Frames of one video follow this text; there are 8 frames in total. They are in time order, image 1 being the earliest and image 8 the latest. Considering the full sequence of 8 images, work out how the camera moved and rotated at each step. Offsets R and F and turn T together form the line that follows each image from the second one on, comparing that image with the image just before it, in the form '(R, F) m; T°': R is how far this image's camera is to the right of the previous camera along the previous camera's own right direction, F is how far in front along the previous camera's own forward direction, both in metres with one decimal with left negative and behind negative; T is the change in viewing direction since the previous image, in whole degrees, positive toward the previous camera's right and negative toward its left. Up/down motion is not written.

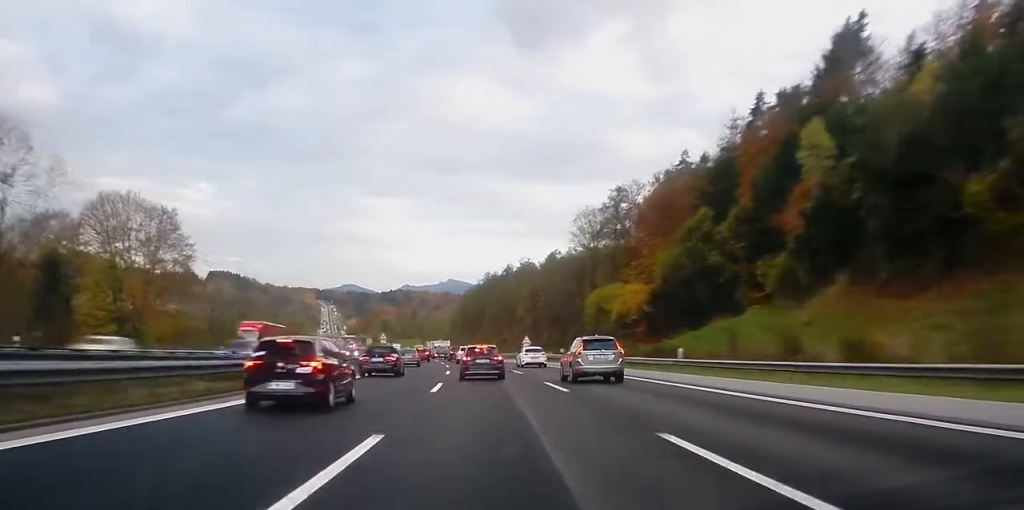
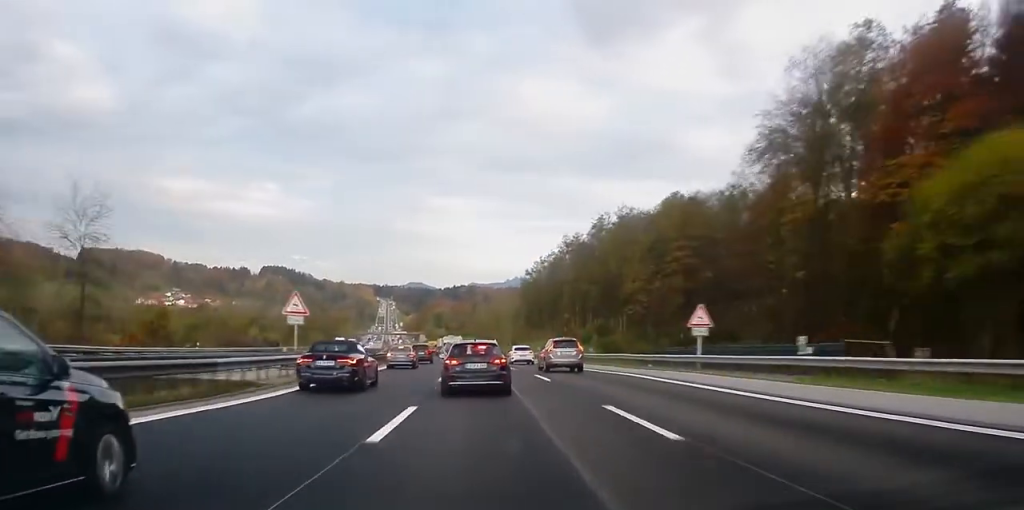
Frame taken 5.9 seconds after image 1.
(-1.9, +62.3) m; -3°
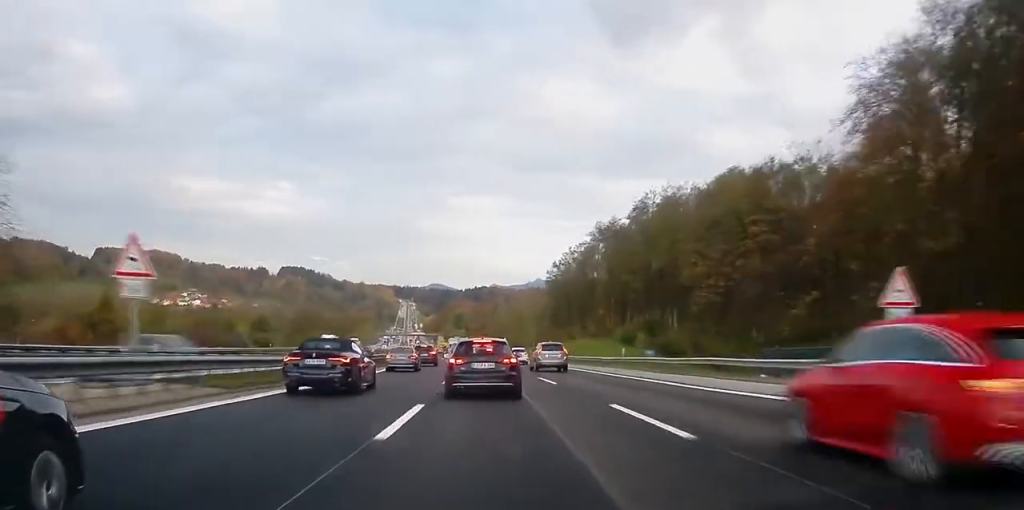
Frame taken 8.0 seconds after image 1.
(-0.2, +18.1) m; -1°
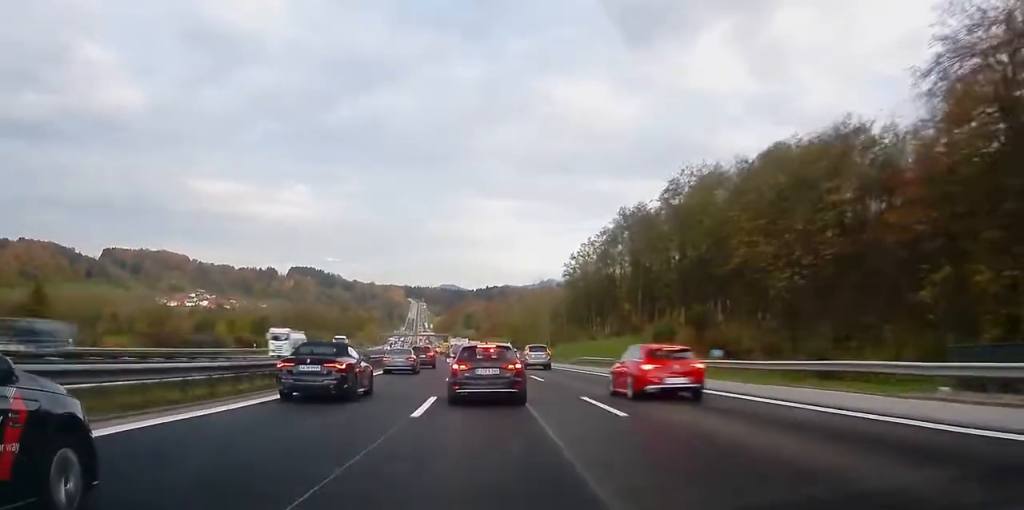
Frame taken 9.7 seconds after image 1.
(-0.1, +14.2) m; -1°
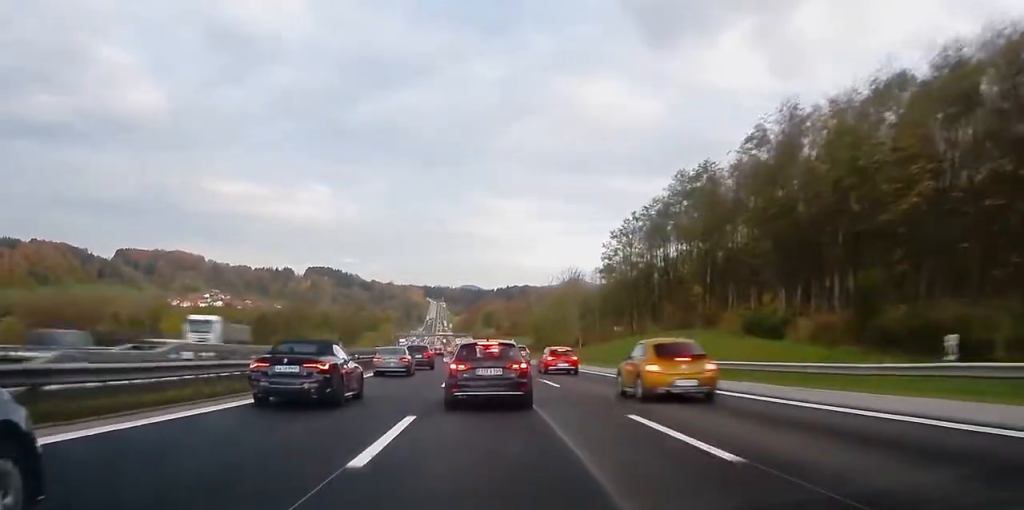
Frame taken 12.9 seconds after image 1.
(-0.3, +25.8) m; -1°
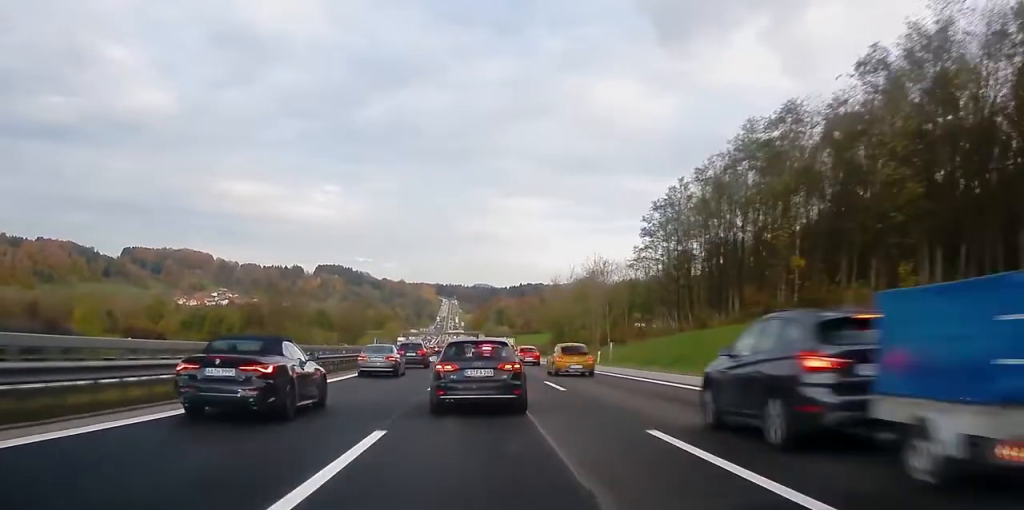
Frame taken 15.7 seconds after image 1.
(+0.1, +21.7) m; -1°
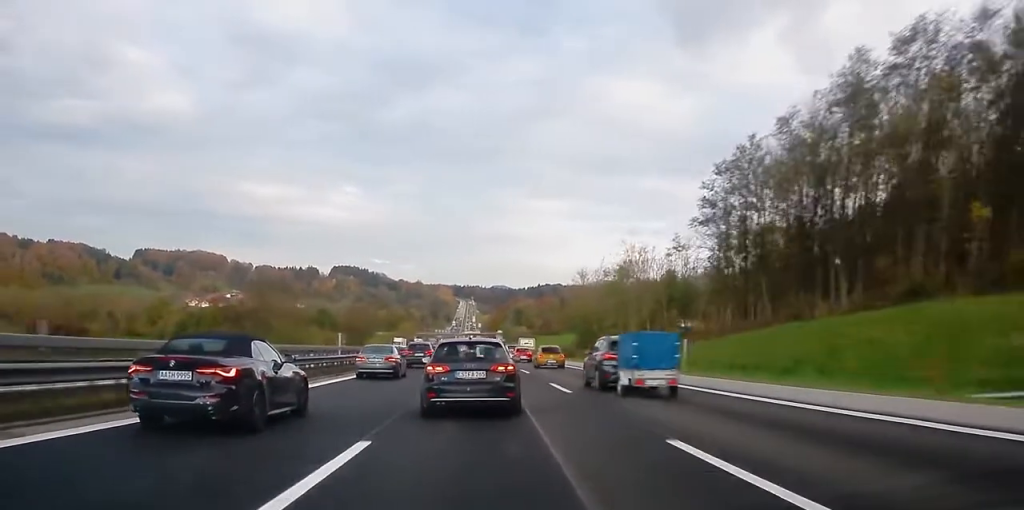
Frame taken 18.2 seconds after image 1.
(-0.4, +20.5) m; -2°
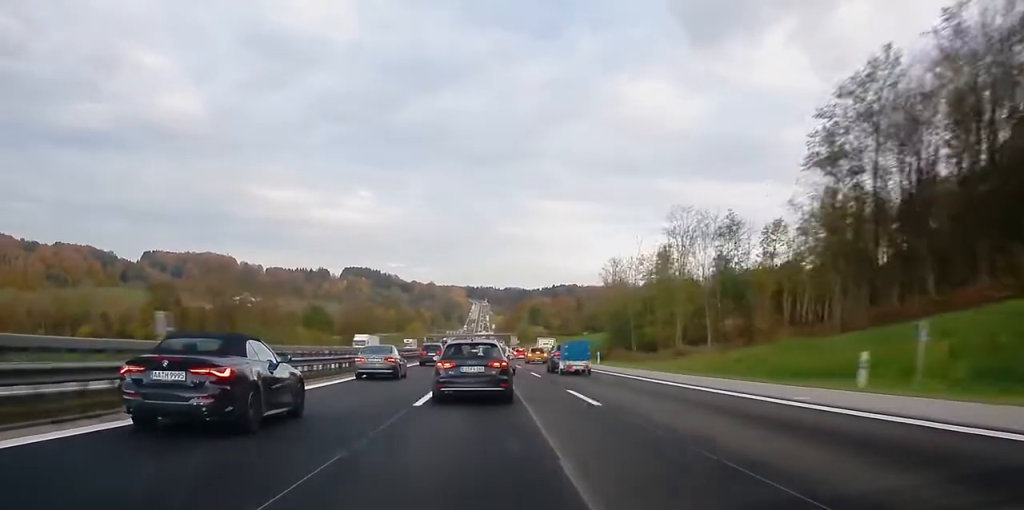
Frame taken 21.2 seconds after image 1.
(-0.5, +26.1) m; -2°
